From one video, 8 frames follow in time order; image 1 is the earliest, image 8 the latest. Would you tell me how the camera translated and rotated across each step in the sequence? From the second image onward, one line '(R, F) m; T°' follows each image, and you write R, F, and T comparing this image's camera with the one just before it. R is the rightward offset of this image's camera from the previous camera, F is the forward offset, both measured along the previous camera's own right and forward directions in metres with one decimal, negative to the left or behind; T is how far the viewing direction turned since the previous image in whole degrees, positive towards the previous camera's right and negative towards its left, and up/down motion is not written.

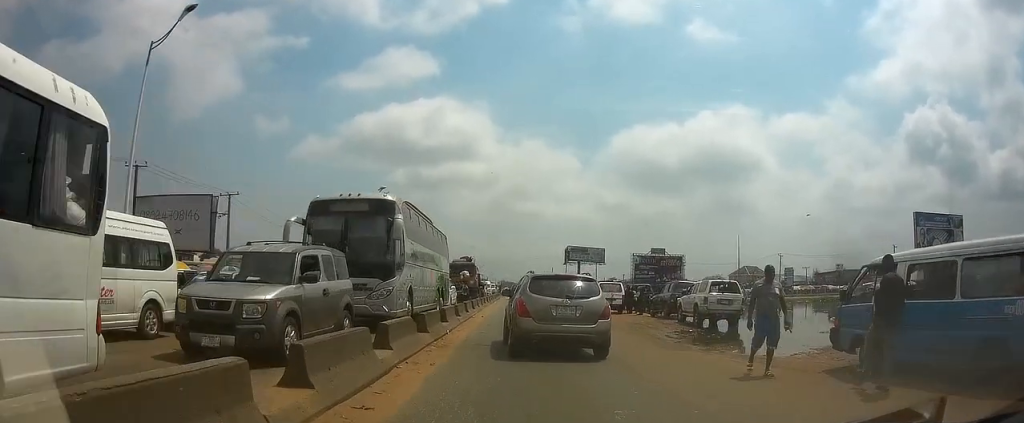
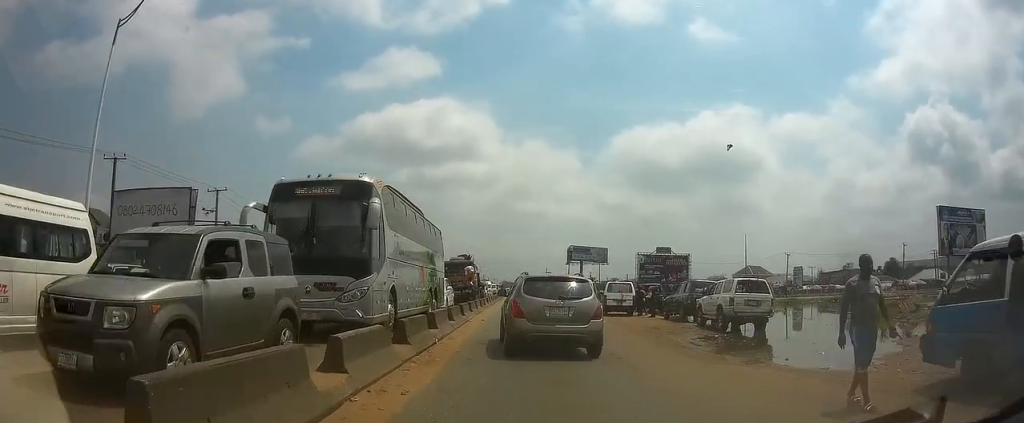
(0.0, +2.5) m; 0°
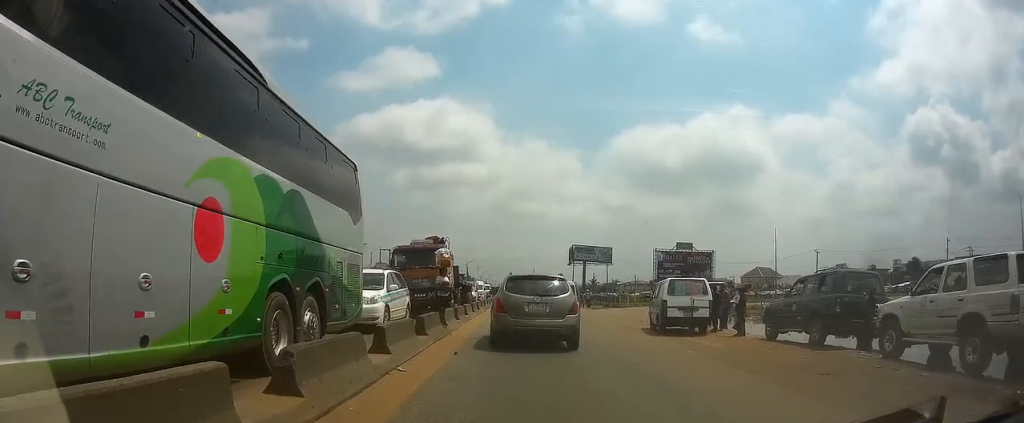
(-0.1, +12.0) m; 0°
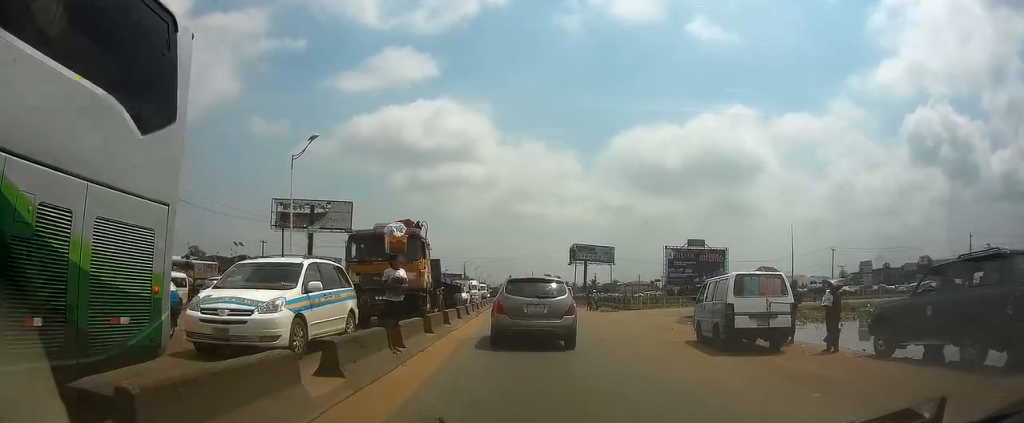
(0.0, +5.9) m; +1°
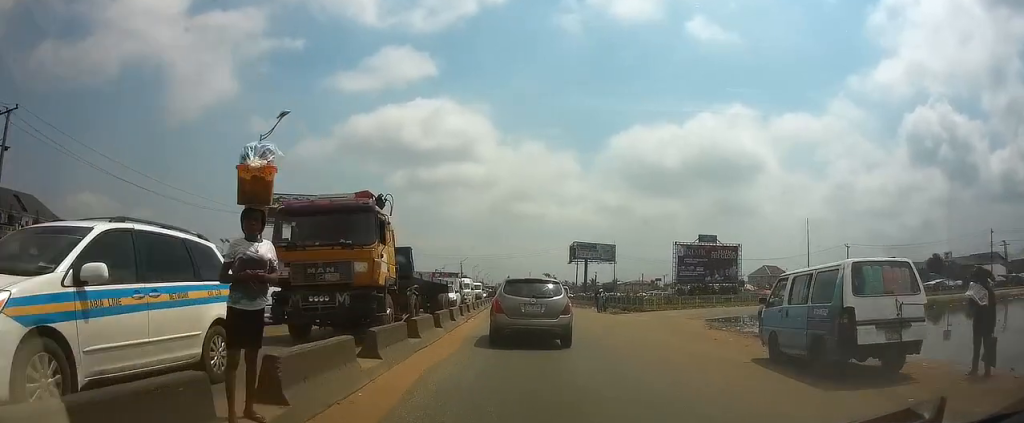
(0.0, +5.1) m; 0°
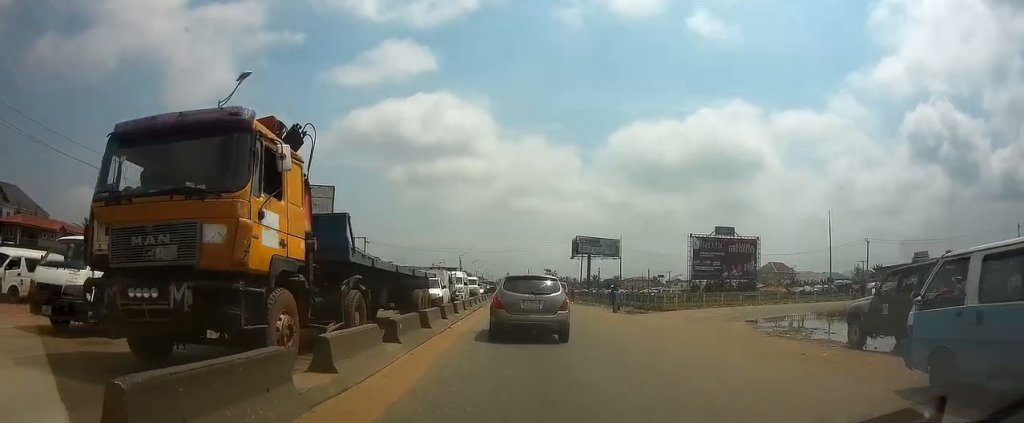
(0.0, +5.7) m; 0°
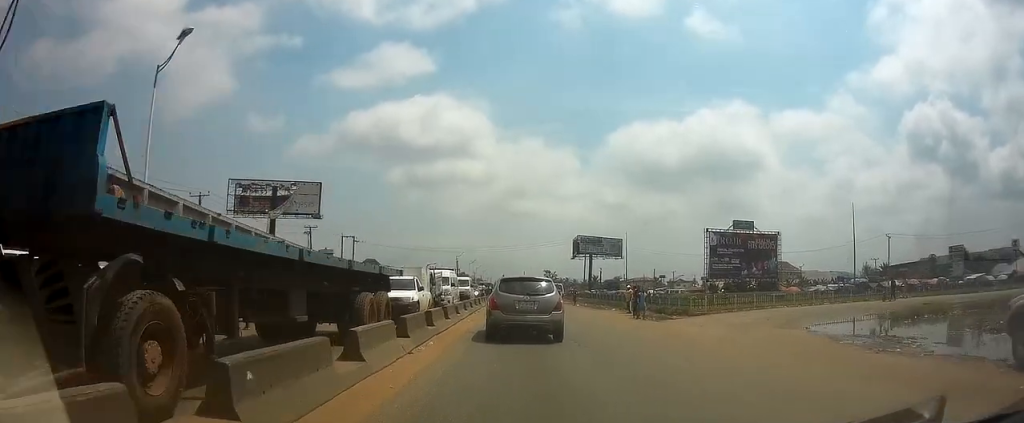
(0.0, +5.8) m; 0°
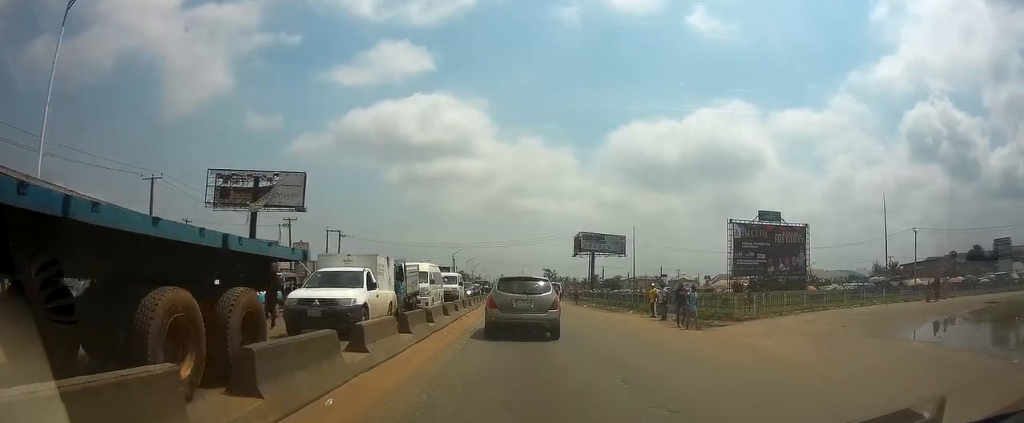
(0.0, +6.6) m; 0°
